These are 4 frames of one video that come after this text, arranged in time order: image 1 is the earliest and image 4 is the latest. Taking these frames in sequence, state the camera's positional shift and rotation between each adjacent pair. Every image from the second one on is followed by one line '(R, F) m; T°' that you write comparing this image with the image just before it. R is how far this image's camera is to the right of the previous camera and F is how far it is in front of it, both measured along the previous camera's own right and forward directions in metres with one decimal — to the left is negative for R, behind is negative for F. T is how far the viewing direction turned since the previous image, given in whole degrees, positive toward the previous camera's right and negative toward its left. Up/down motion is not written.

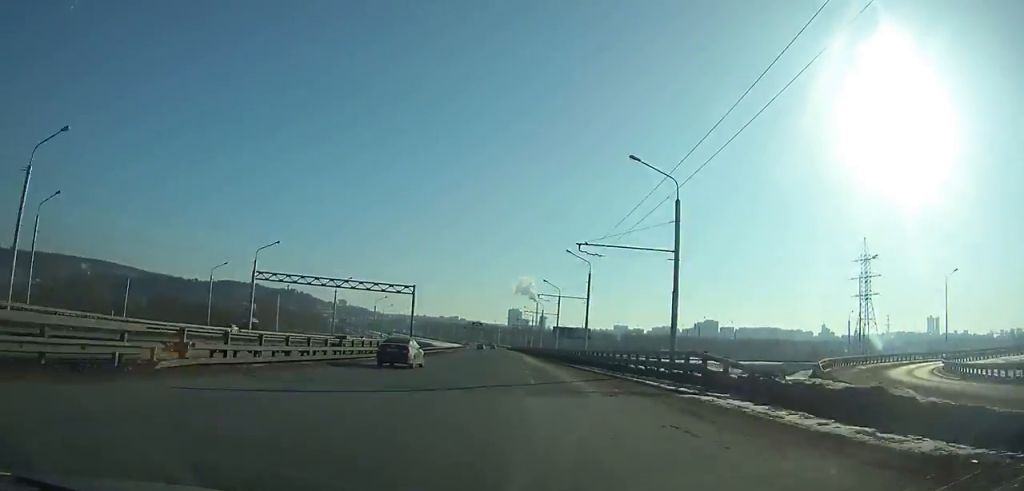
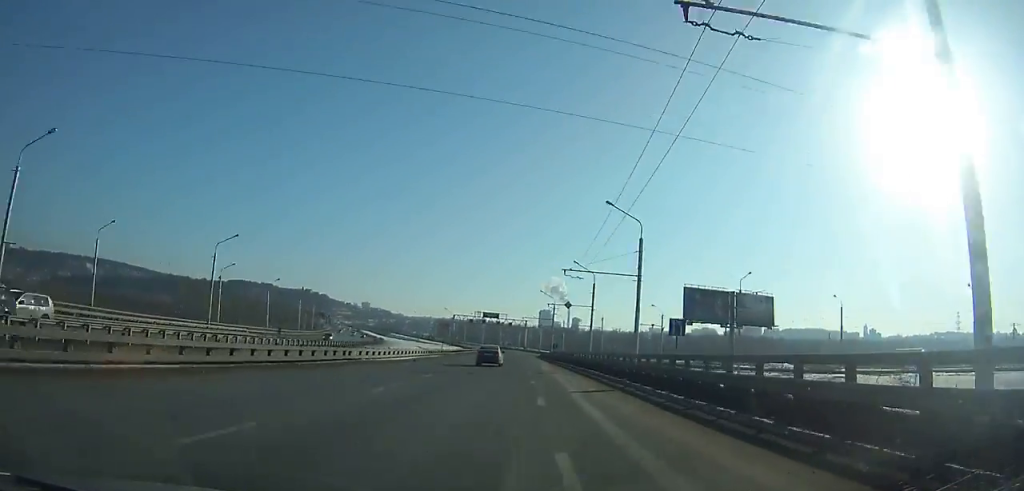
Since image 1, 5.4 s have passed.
(-2.4, +109.8) m; -2°
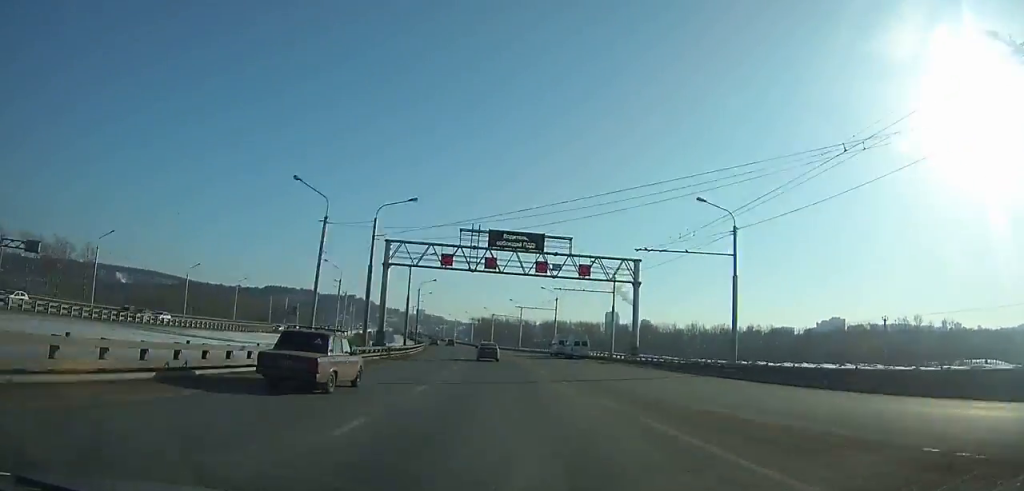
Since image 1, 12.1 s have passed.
(-5.7, +129.3) m; -8°
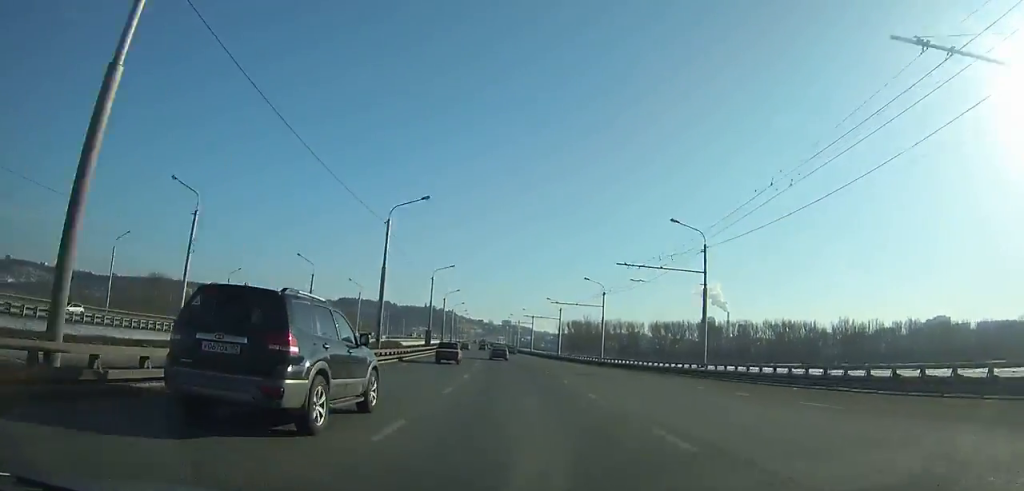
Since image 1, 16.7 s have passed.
(-6.5, +82.4) m; -8°
